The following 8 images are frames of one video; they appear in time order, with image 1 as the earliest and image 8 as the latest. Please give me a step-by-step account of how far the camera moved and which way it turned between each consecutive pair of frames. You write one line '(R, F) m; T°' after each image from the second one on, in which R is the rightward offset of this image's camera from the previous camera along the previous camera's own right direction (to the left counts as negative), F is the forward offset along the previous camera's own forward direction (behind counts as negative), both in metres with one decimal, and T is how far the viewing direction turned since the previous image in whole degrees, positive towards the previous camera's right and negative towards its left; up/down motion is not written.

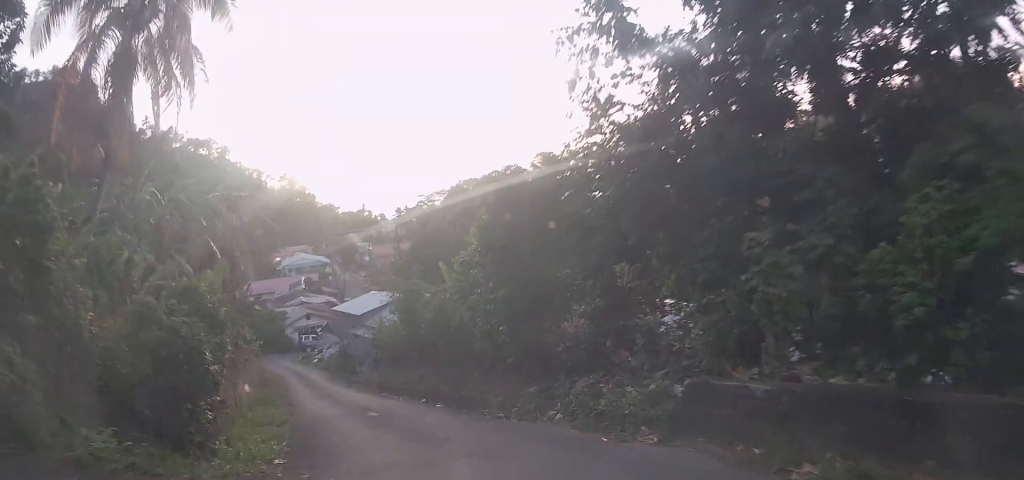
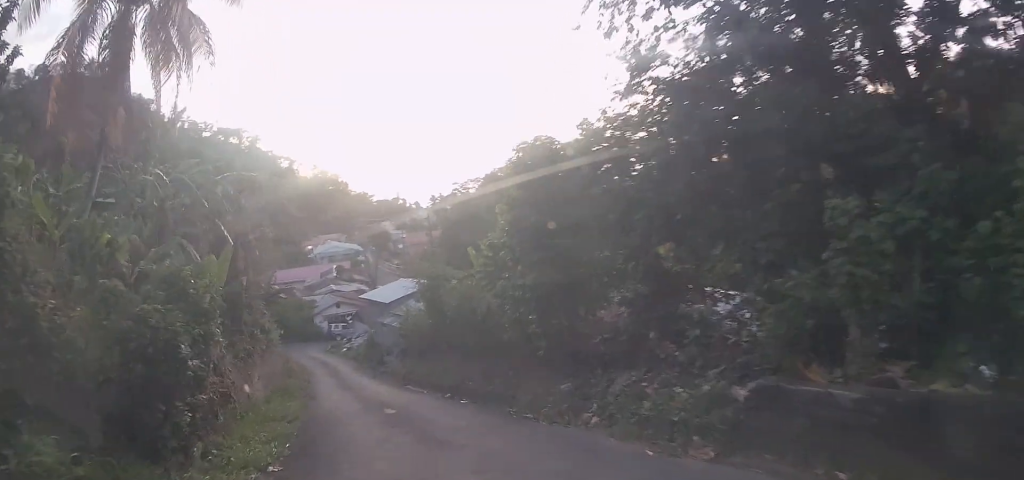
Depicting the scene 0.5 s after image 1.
(0.0, +1.1) m; -4°
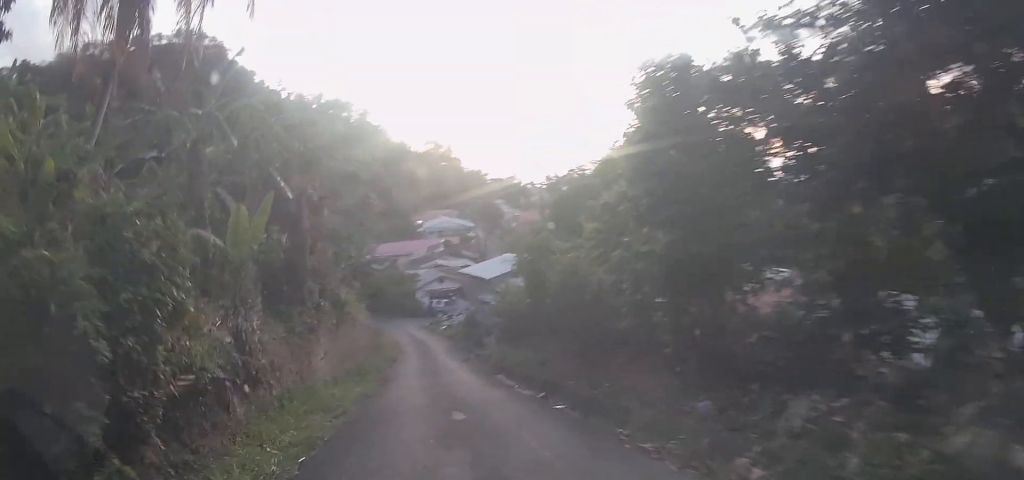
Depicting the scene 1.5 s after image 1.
(-0.2, +2.4) m; -6°
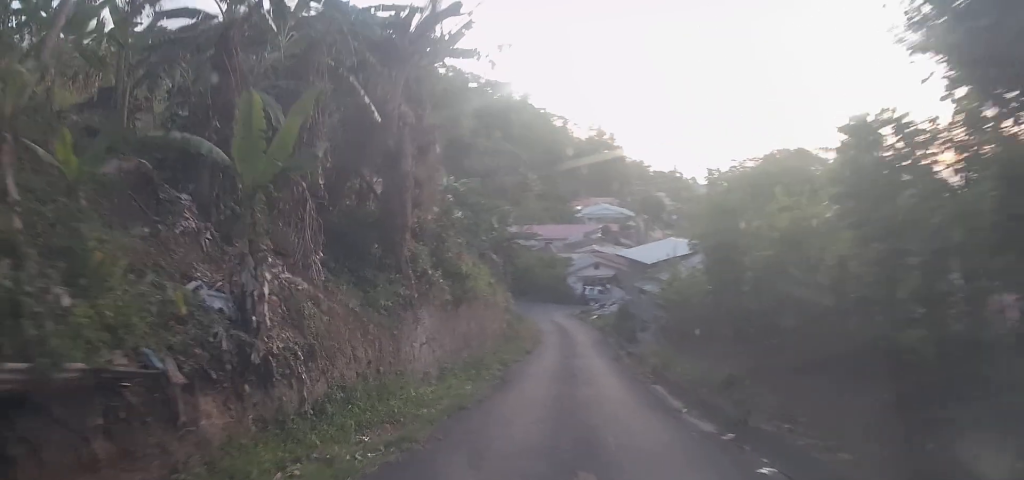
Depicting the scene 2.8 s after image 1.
(0.0, +3.5) m; -2°
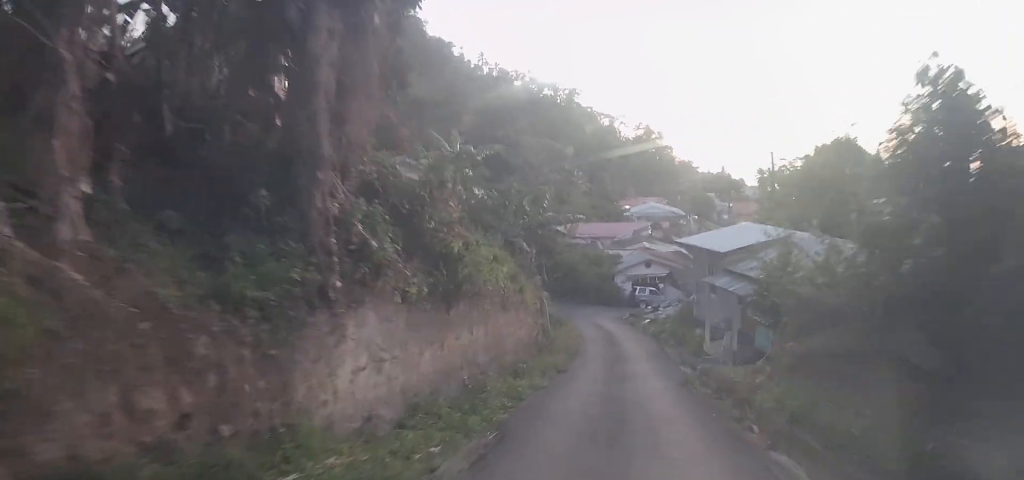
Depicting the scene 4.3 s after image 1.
(-0.4, +4.8) m; -10°
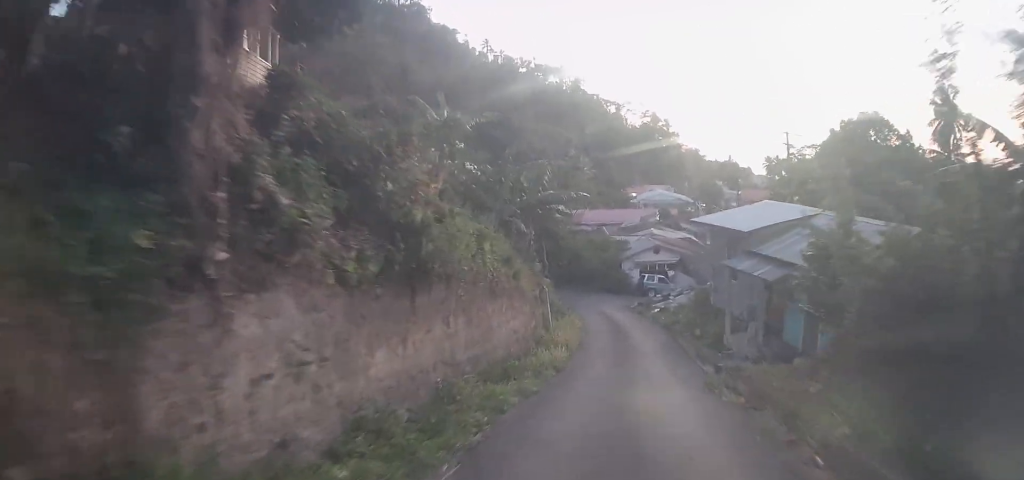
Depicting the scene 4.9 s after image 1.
(-0.1, +1.9) m; -1°
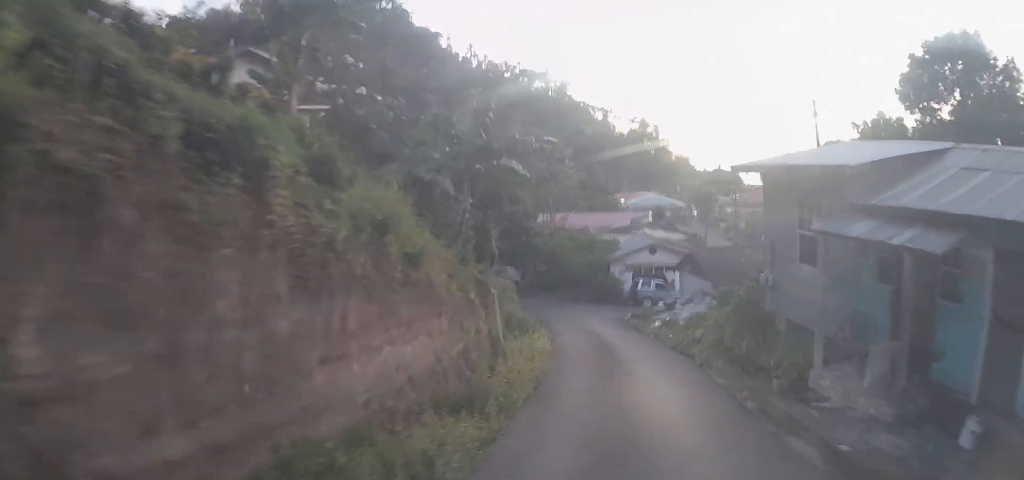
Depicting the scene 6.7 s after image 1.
(-0.2, +7.0) m; -4°
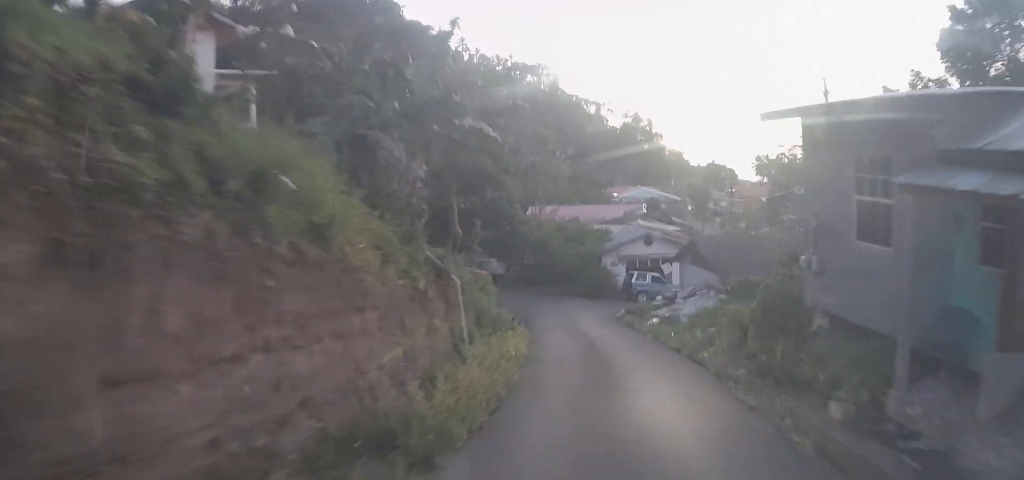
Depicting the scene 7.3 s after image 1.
(0.0, +2.6) m; -2°
